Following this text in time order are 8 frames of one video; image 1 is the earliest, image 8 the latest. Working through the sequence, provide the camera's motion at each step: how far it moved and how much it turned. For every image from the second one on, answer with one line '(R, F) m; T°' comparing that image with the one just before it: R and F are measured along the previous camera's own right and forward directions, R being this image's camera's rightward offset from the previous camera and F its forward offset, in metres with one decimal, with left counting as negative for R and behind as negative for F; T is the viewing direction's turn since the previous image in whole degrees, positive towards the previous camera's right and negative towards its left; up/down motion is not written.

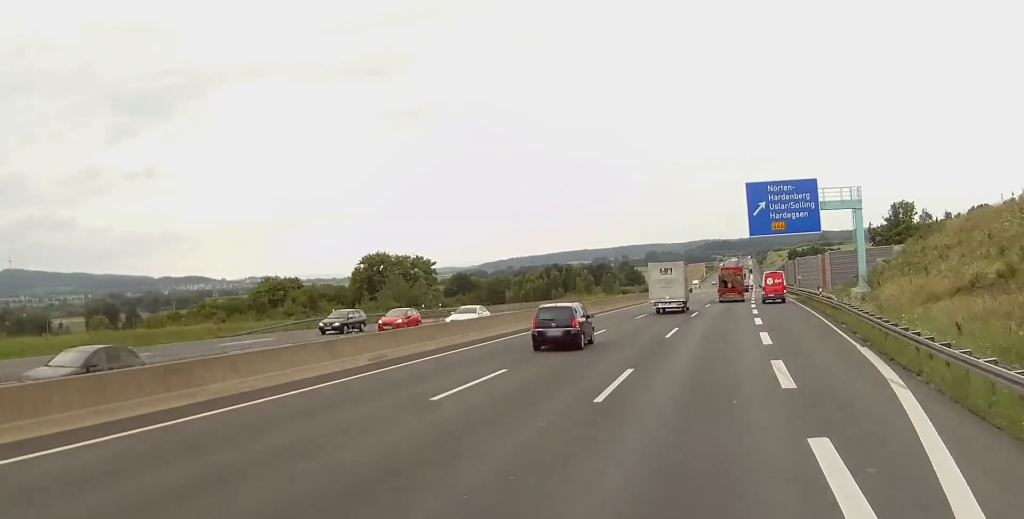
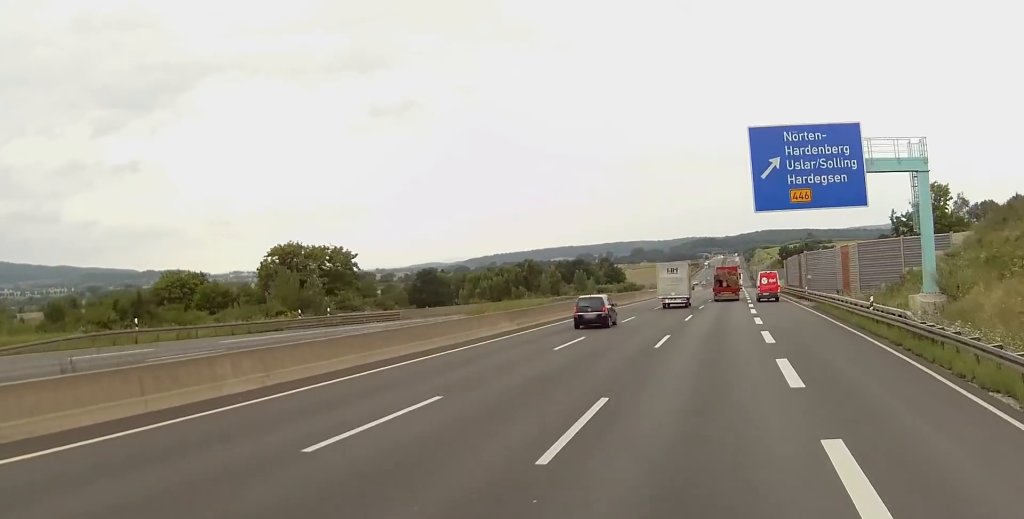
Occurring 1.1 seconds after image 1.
(+0.2, +23.7) m; +1°
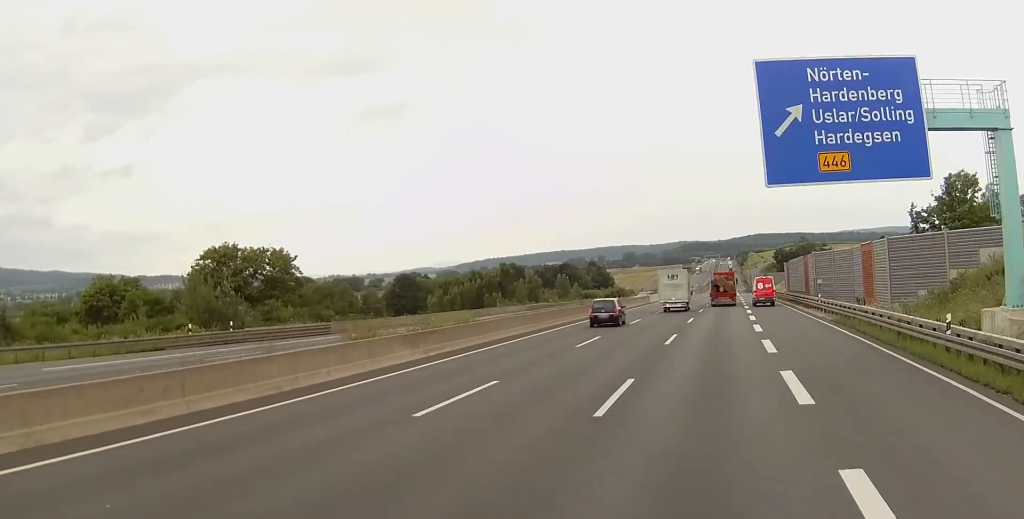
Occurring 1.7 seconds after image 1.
(0.0, +13.4) m; 0°
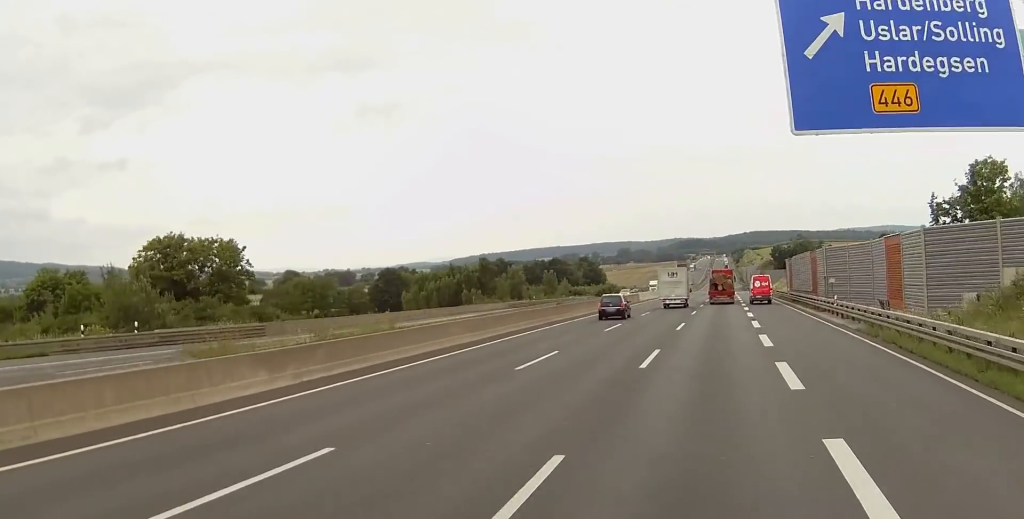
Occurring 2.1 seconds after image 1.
(0.0, +9.7) m; +1°
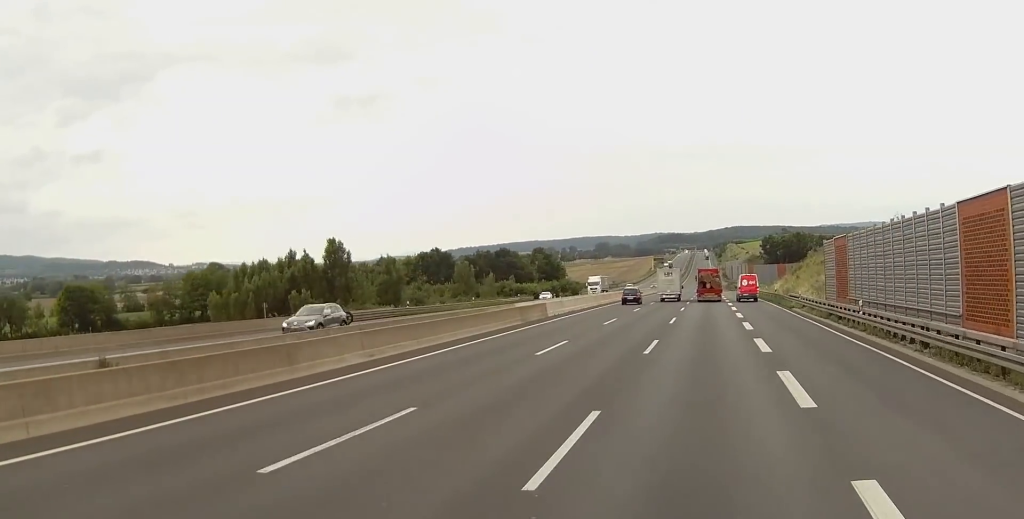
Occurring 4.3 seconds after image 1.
(+0.9, +49.7) m; +2°
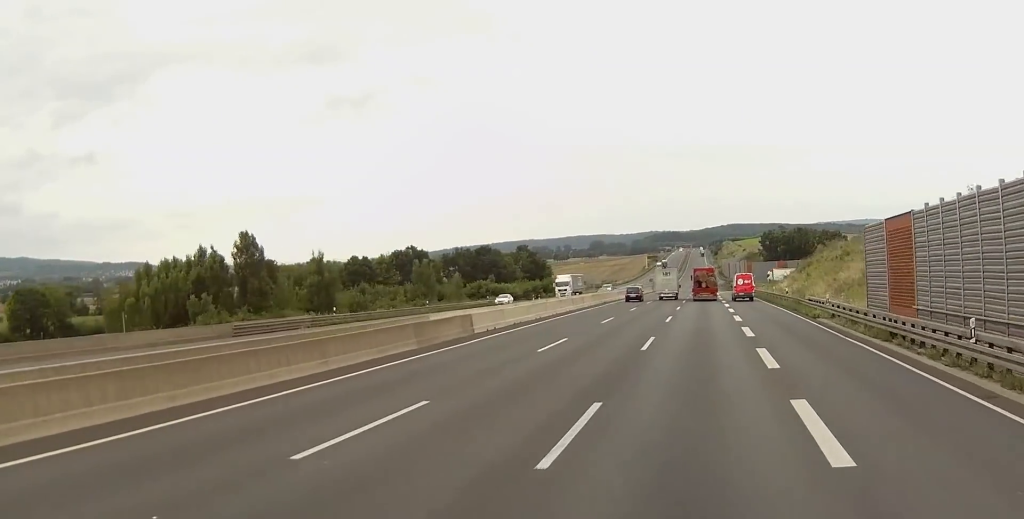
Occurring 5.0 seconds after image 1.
(0.0, +16.8) m; 0°
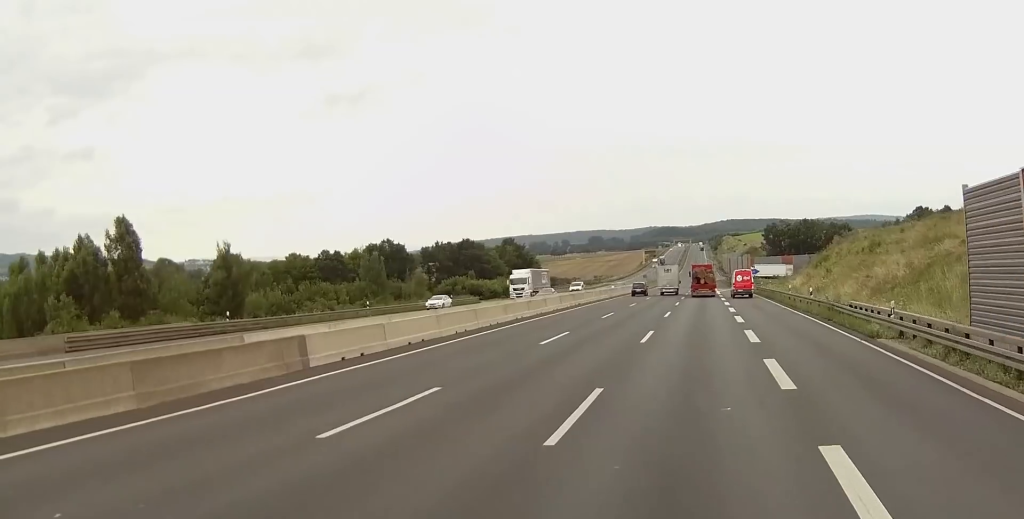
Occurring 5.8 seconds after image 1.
(+0.1, +16.9) m; 0°
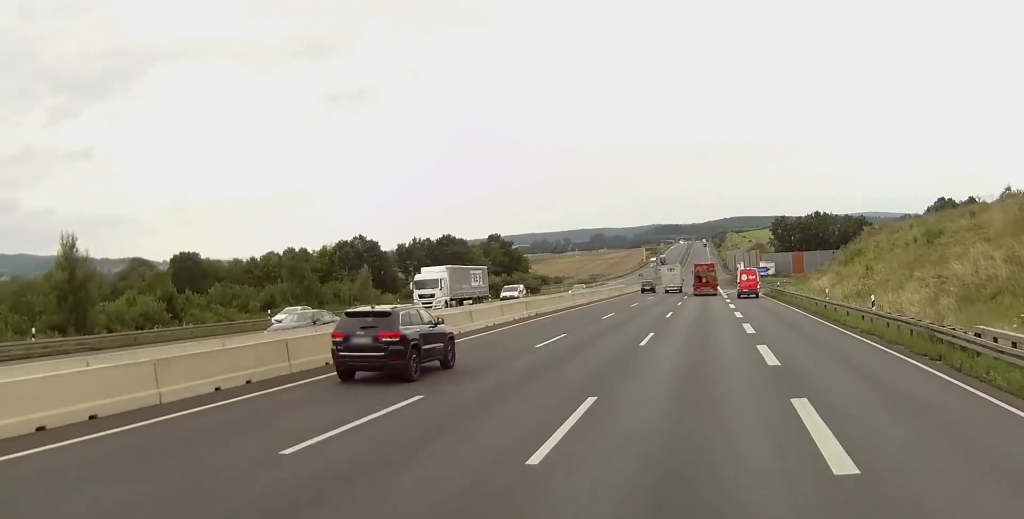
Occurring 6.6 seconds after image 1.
(0.0, +19.1) m; -1°
